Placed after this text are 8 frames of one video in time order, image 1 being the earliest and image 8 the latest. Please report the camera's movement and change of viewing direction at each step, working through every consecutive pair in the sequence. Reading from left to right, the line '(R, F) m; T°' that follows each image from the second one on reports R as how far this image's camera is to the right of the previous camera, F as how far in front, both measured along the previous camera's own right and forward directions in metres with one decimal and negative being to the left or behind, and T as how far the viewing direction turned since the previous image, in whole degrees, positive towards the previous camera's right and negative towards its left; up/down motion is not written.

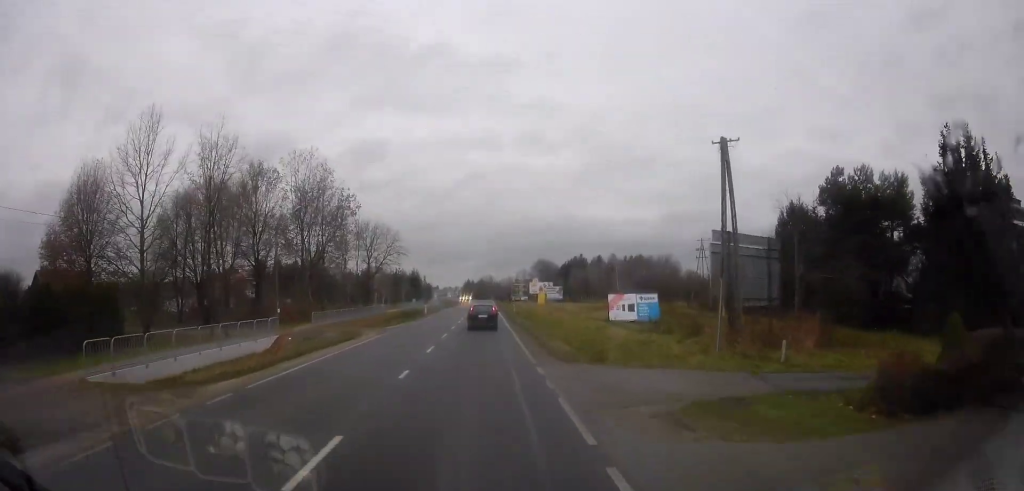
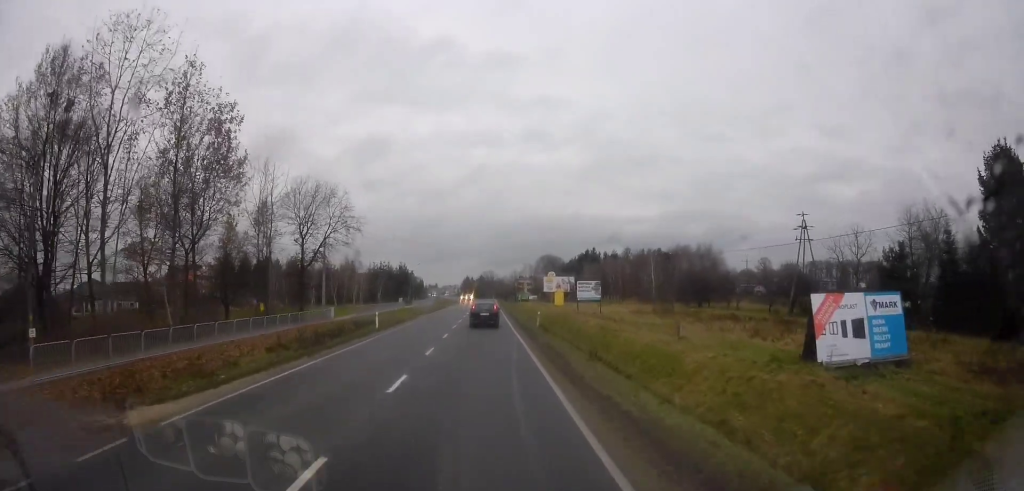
(-0.7, +25.0) m; -1°
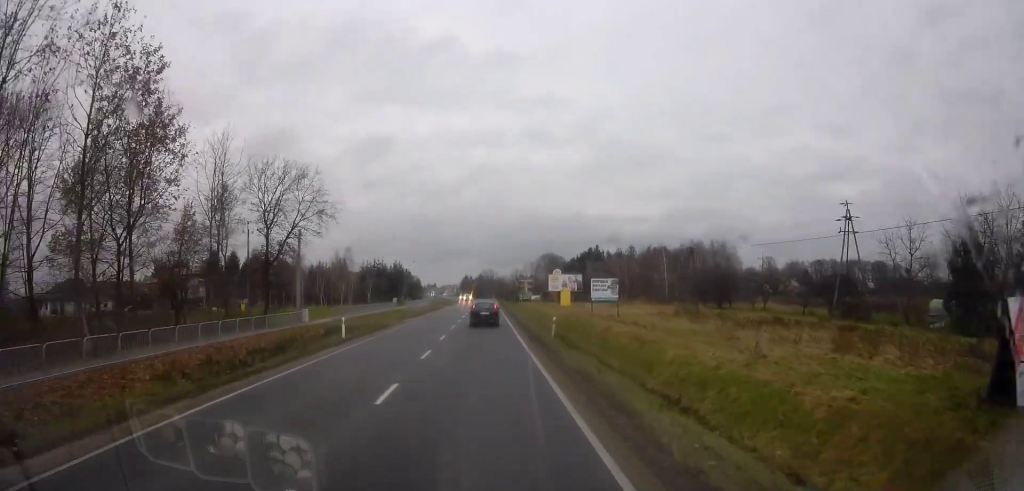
(+0.4, +7.5) m; +1°
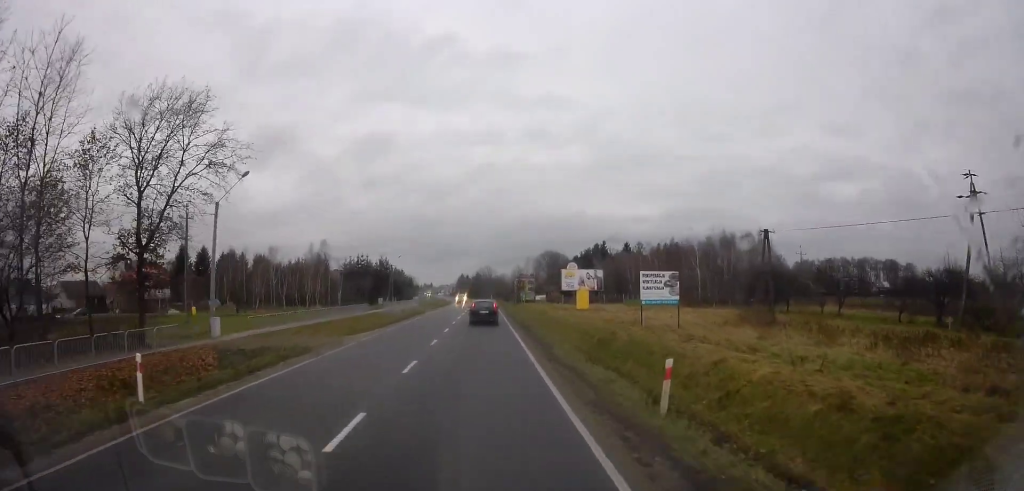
(+0.3, +14.5) m; +1°
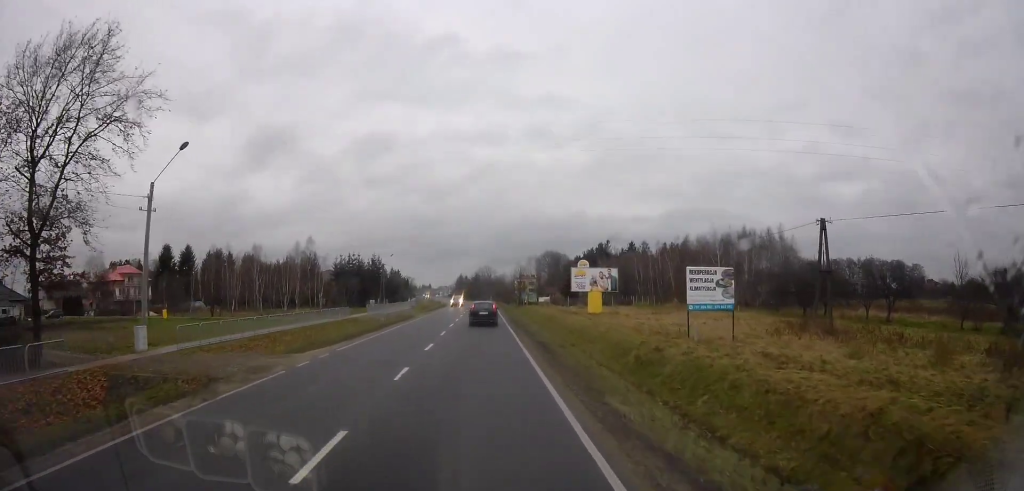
(-0.2, +7.0) m; 0°
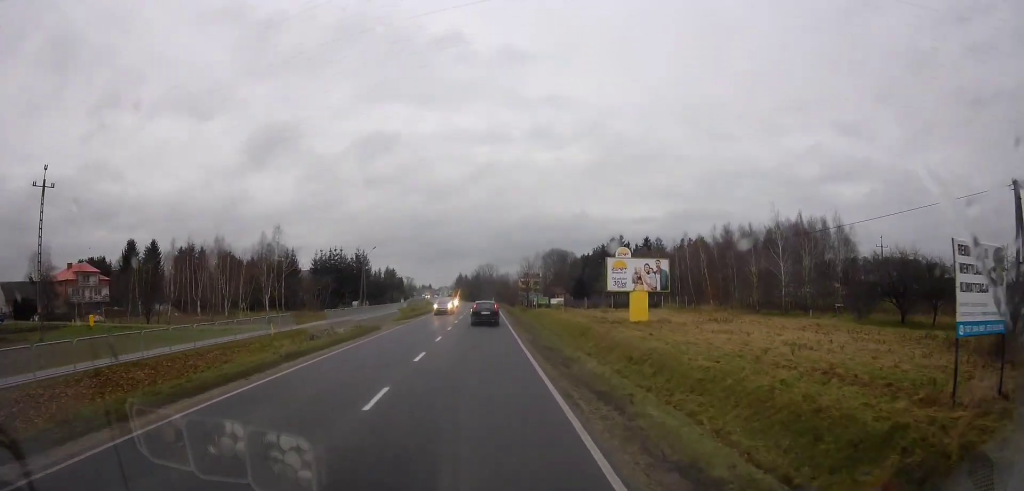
(+0.3, +14.6) m; -2°
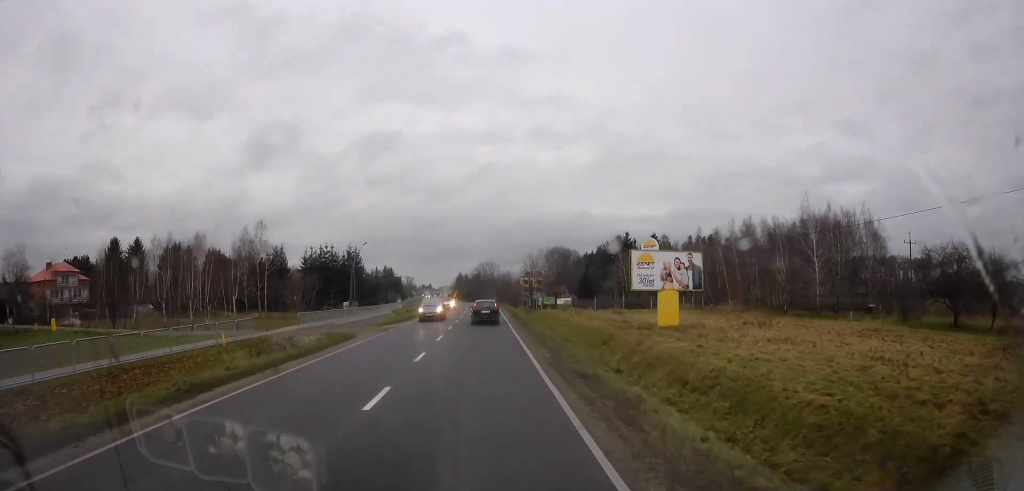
(-0.1, +6.4) m; 0°
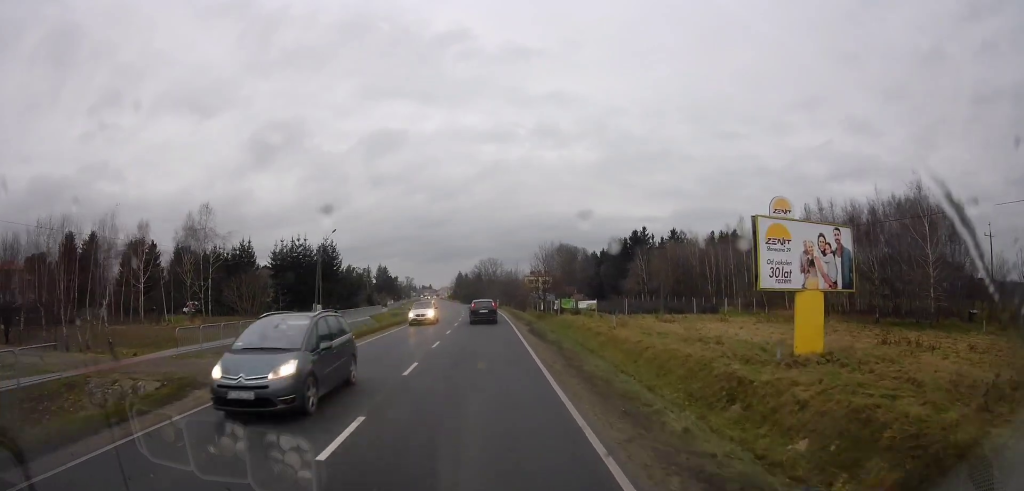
(-0.5, +14.9) m; 0°
